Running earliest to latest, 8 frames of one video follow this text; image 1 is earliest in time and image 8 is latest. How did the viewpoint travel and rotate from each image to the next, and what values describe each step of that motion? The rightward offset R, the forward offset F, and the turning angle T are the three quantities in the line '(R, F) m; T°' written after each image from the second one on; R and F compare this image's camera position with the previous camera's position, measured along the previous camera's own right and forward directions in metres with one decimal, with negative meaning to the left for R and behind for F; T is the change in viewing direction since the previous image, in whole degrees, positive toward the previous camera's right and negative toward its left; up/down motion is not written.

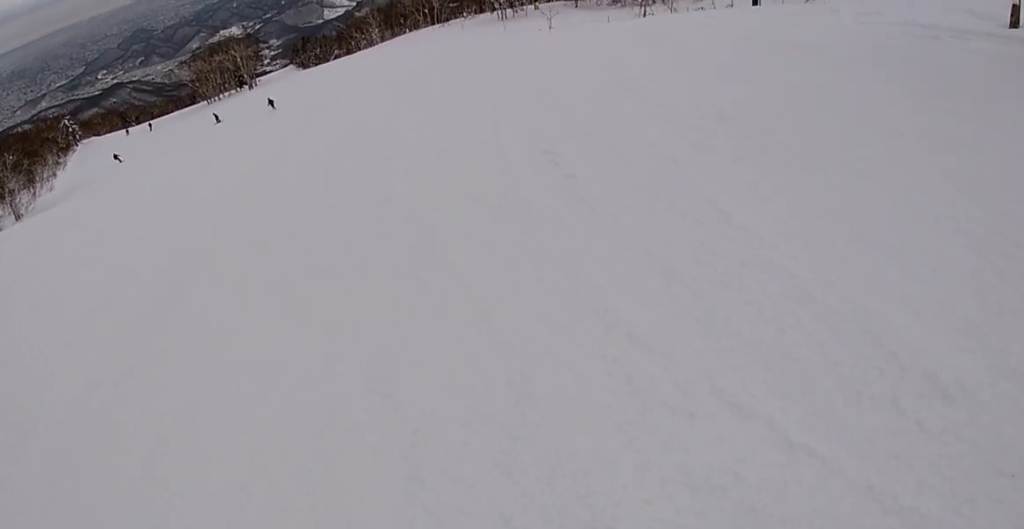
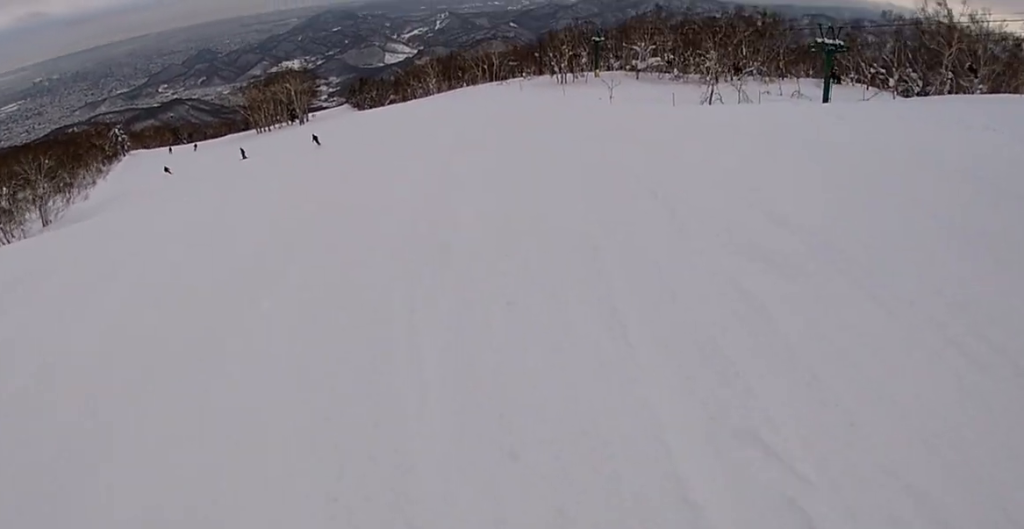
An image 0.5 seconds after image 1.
(+1.1, +3.1) m; +6°
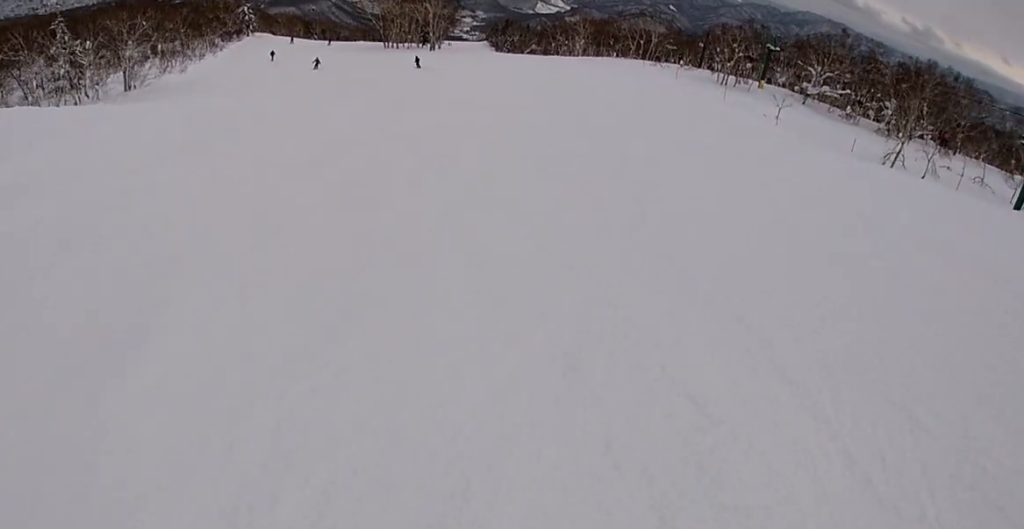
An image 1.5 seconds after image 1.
(-1.0, +7.1) m; -21°
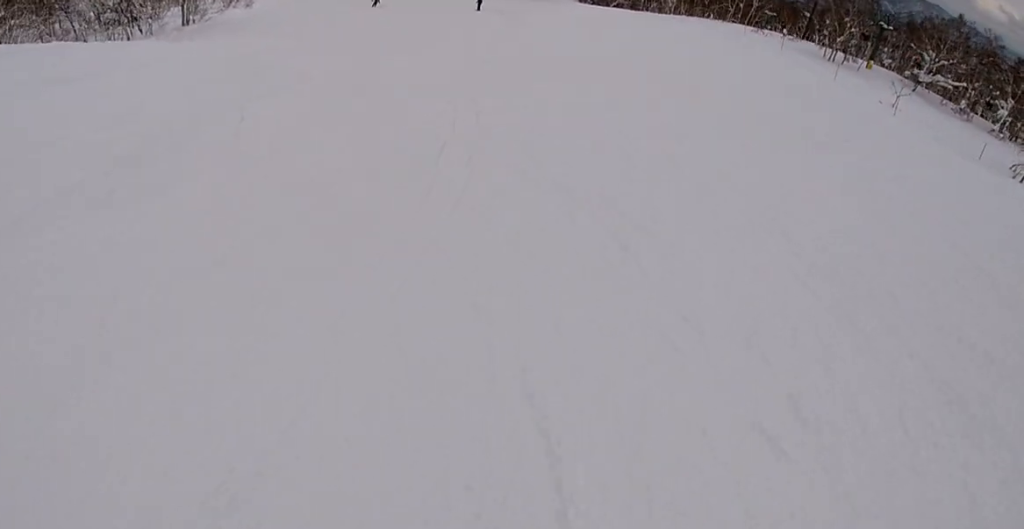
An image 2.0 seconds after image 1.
(-0.8, +4.5) m; -9°
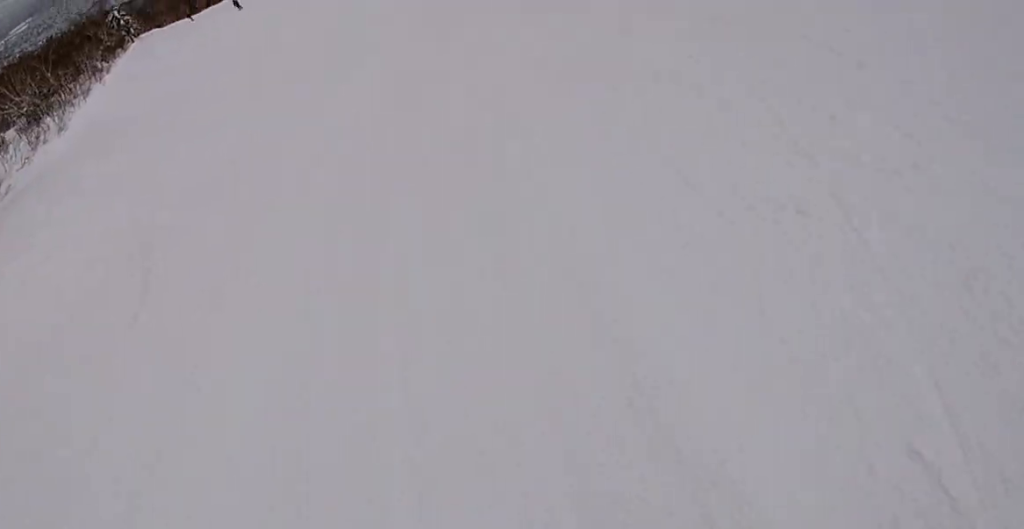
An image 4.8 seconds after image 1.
(+0.6, +24.8) m; +15°
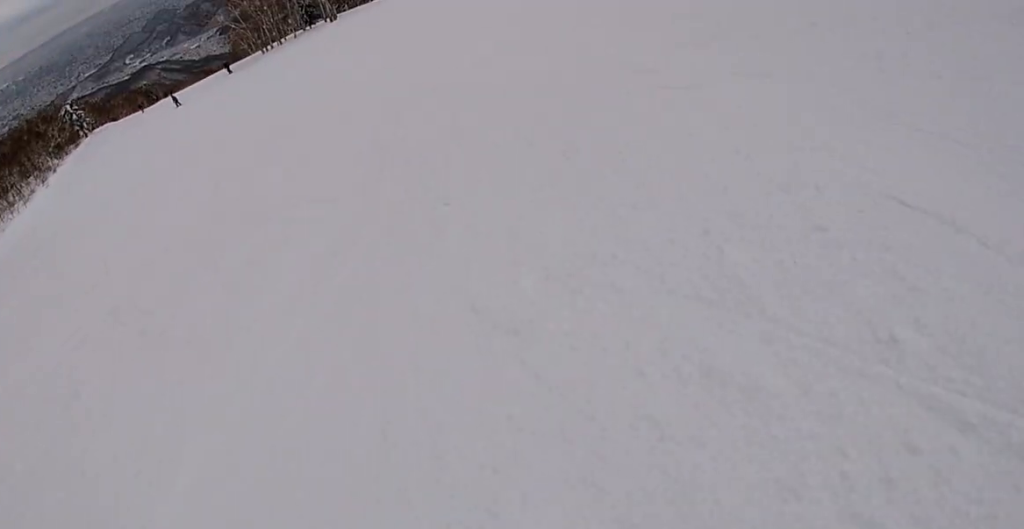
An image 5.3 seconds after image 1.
(-0.1, +4.9) m; +7°
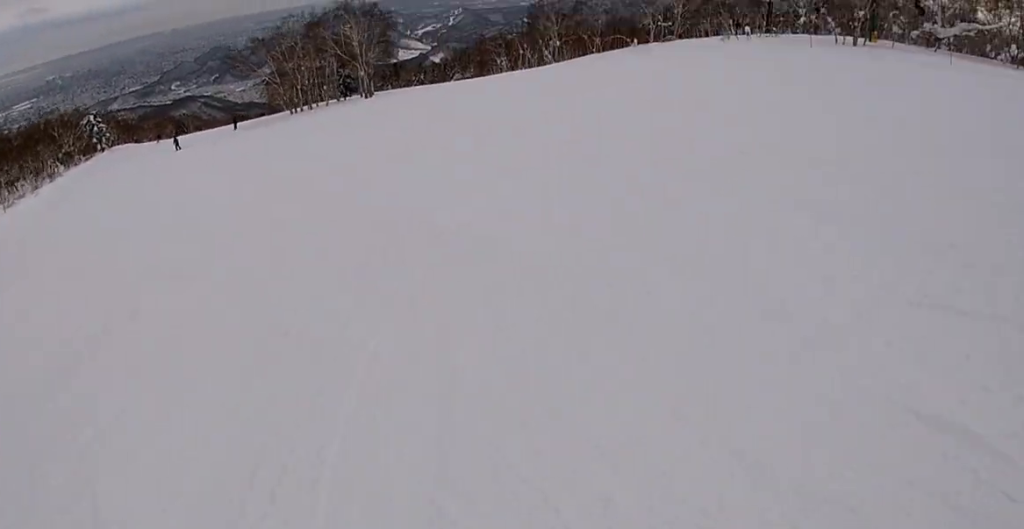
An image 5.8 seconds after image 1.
(+0.1, +4.8) m; +4°
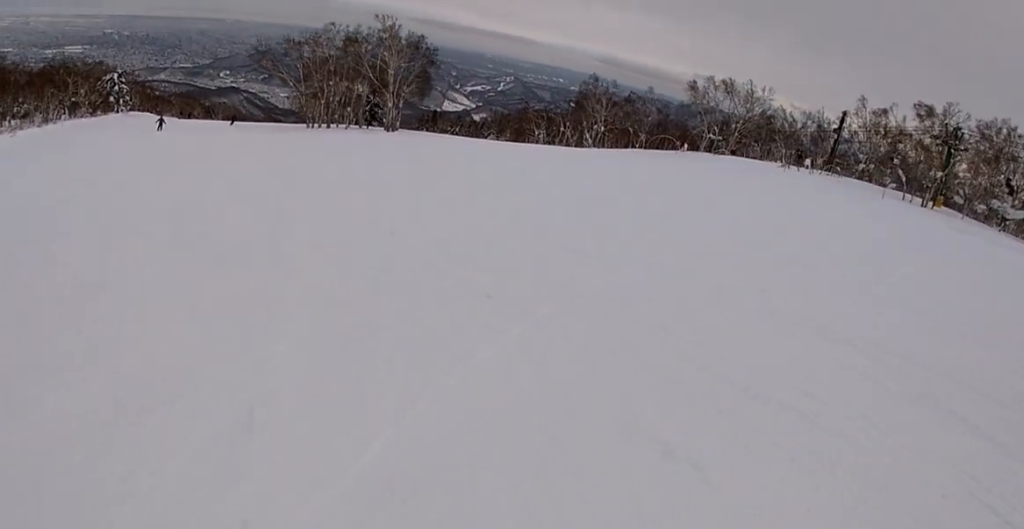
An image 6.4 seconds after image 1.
(+1.3, +6.5) m; -1°
